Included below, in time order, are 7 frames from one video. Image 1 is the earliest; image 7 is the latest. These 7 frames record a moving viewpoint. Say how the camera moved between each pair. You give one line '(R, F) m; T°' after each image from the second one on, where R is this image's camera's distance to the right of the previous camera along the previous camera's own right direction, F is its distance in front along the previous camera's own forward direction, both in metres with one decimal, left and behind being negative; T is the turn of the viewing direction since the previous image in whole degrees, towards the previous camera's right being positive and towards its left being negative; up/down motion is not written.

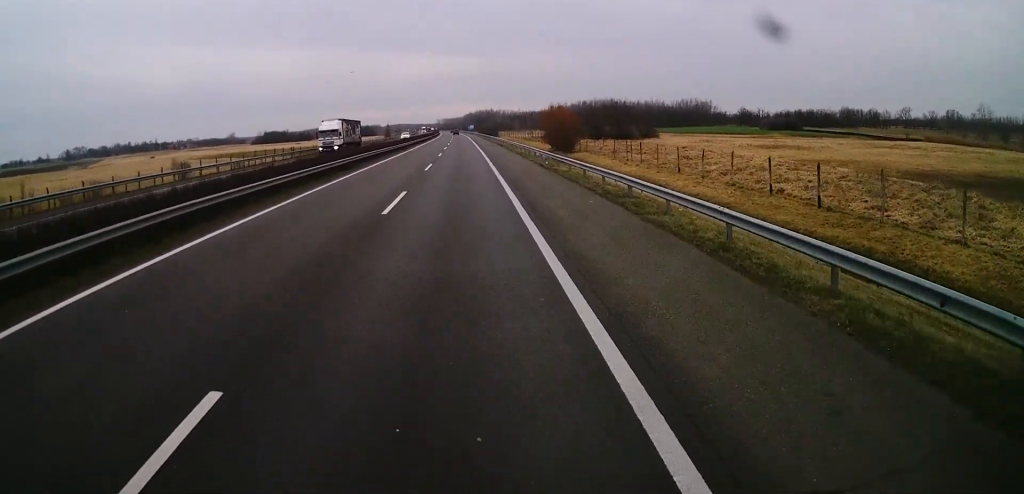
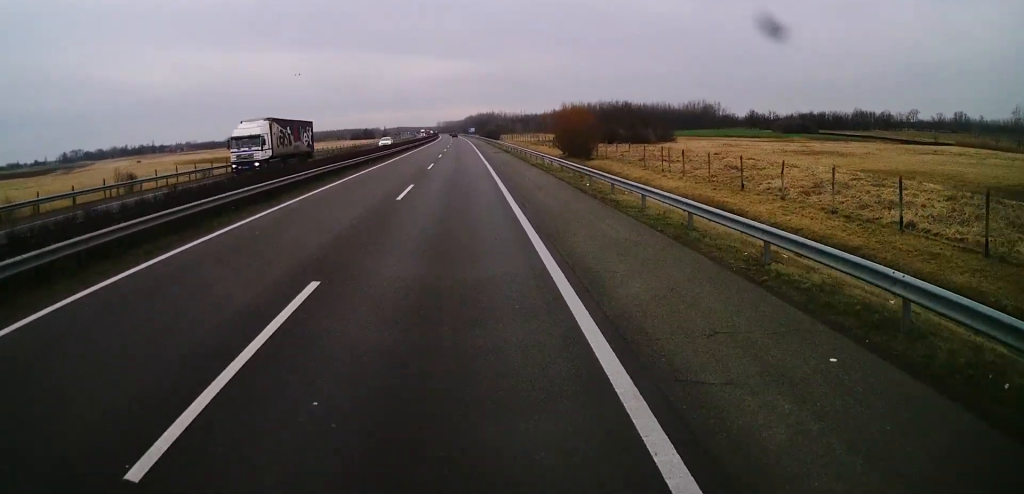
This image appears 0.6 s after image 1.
(0.0, +15.0) m; 0°
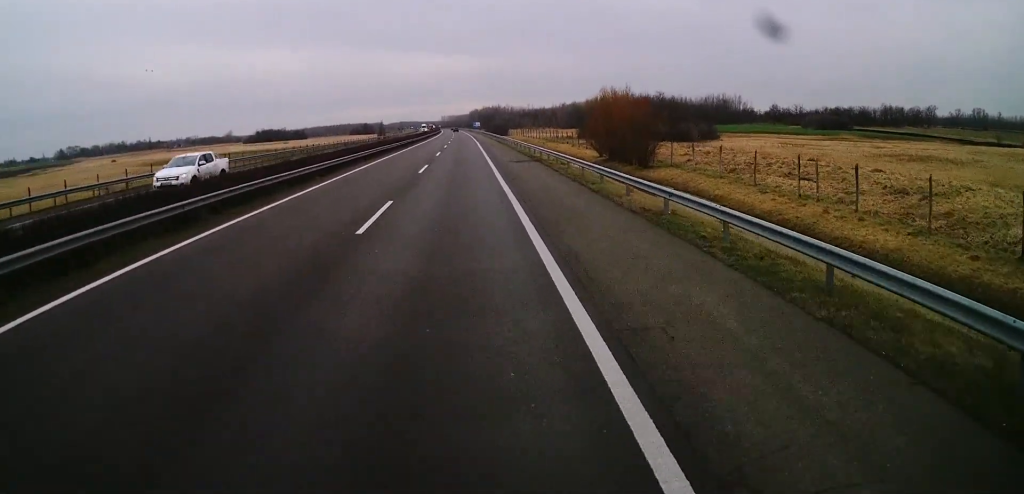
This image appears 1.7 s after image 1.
(+0.1, +29.7) m; 0°
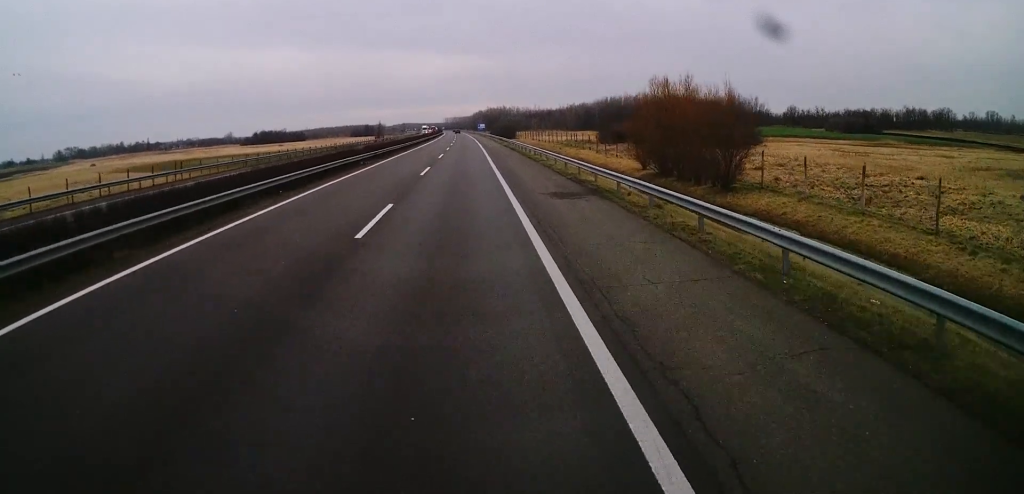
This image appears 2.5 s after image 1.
(0.0, +19.3) m; -1°
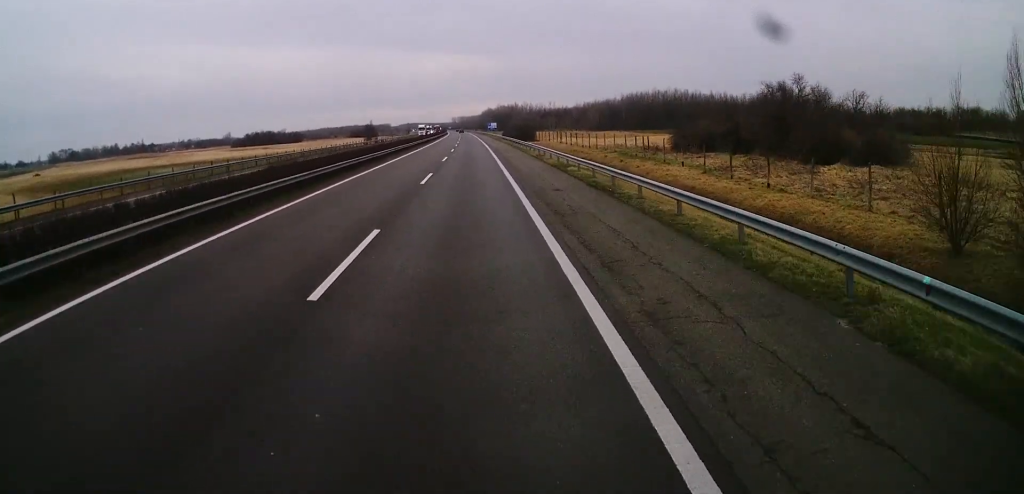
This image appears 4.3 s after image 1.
(-0.5, +40.2) m; -1°
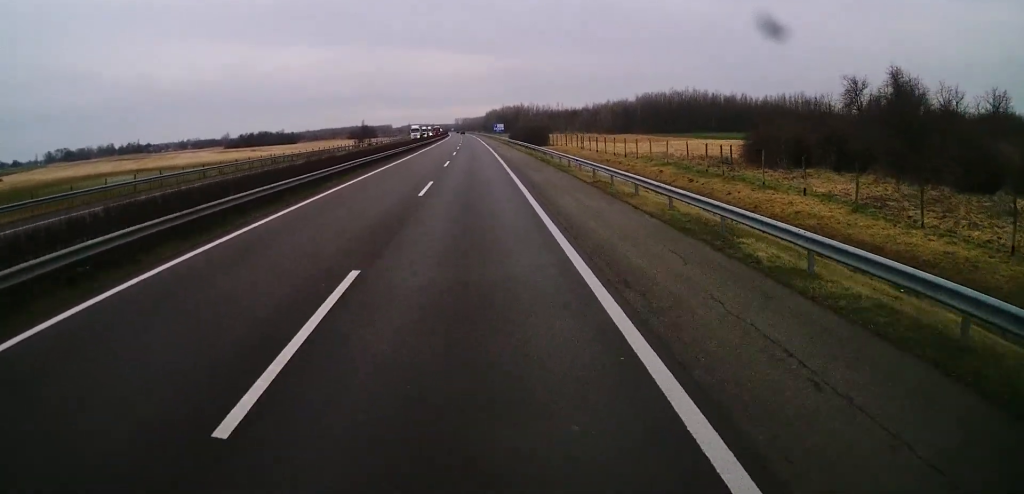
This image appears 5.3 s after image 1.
(-0.1, +19.1) m; -1°
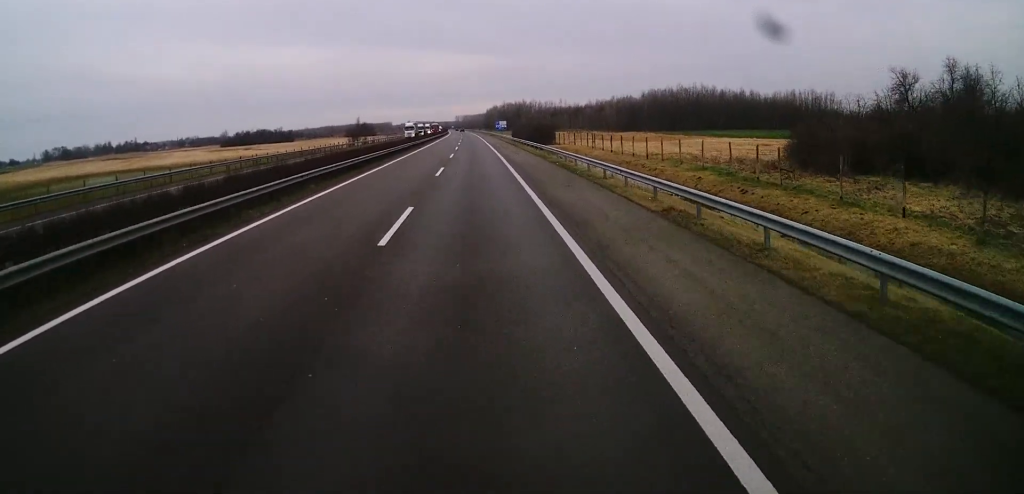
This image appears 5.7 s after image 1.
(0.0, +8.5) m; 0°
